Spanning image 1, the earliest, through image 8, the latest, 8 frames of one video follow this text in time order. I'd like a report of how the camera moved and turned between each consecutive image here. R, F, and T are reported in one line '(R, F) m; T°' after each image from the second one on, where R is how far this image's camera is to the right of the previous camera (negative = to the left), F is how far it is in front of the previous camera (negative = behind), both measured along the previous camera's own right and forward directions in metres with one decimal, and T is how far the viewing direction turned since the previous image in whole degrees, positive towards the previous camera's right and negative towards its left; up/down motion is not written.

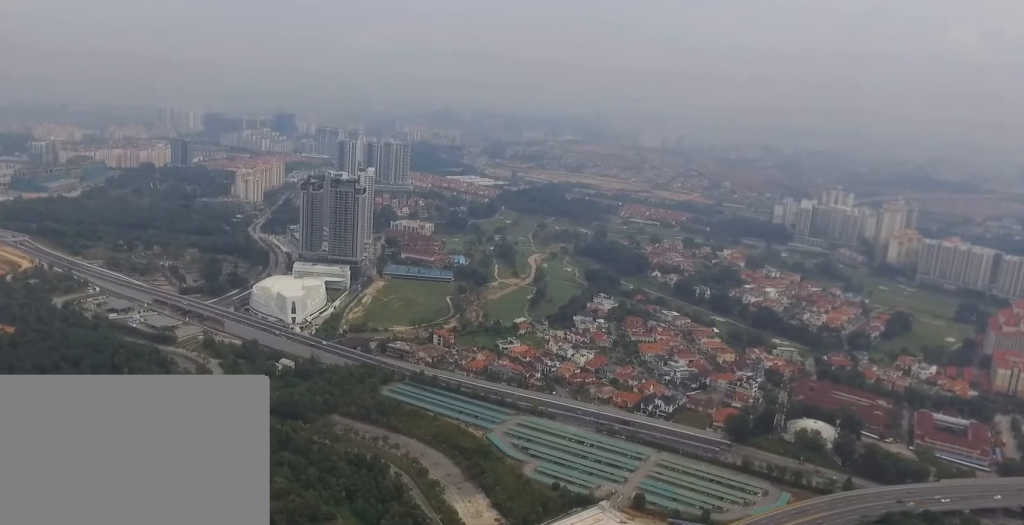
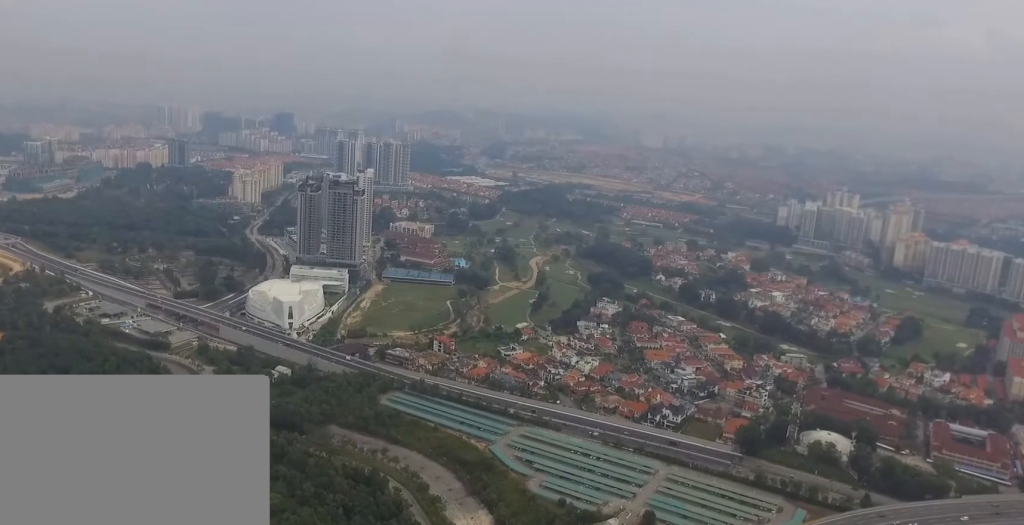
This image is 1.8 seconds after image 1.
(+0.4, +19.9) m; +2°
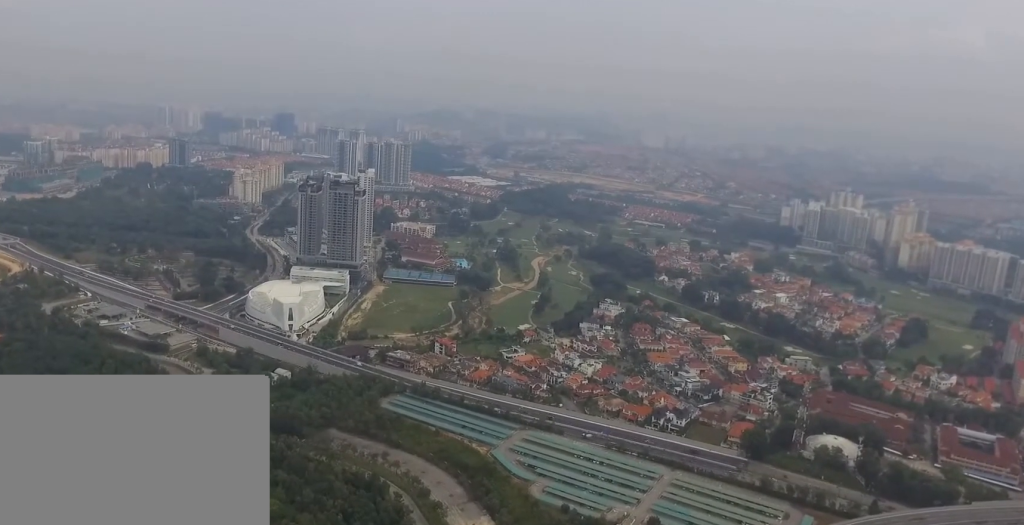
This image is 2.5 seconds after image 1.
(0.0, +8.1) m; 0°
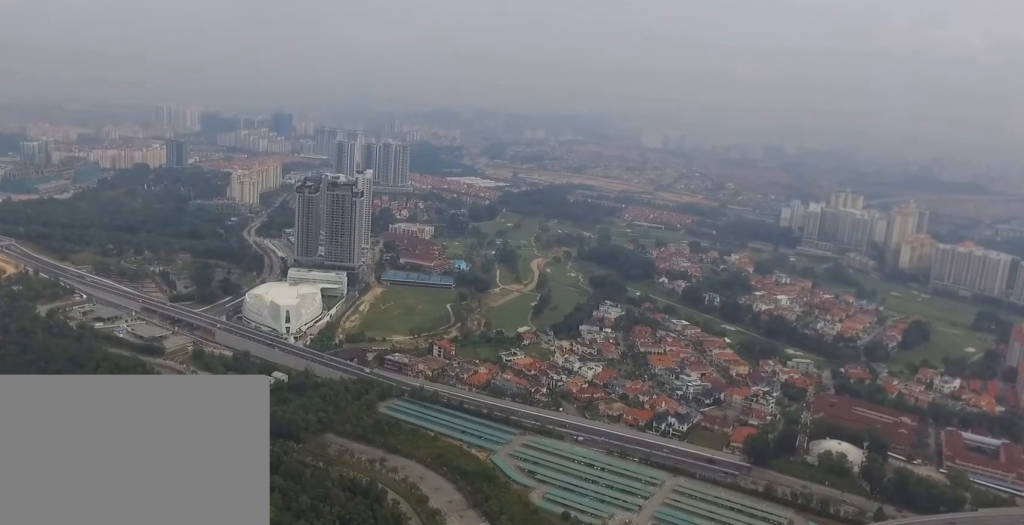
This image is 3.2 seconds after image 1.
(0.0, +8.0) m; 0°
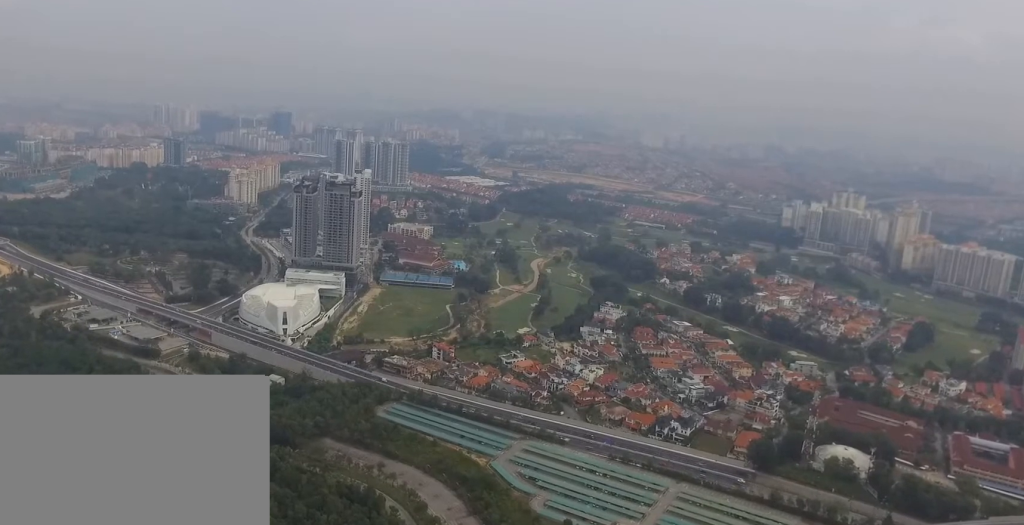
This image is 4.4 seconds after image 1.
(+0.1, +14.2) m; +1°
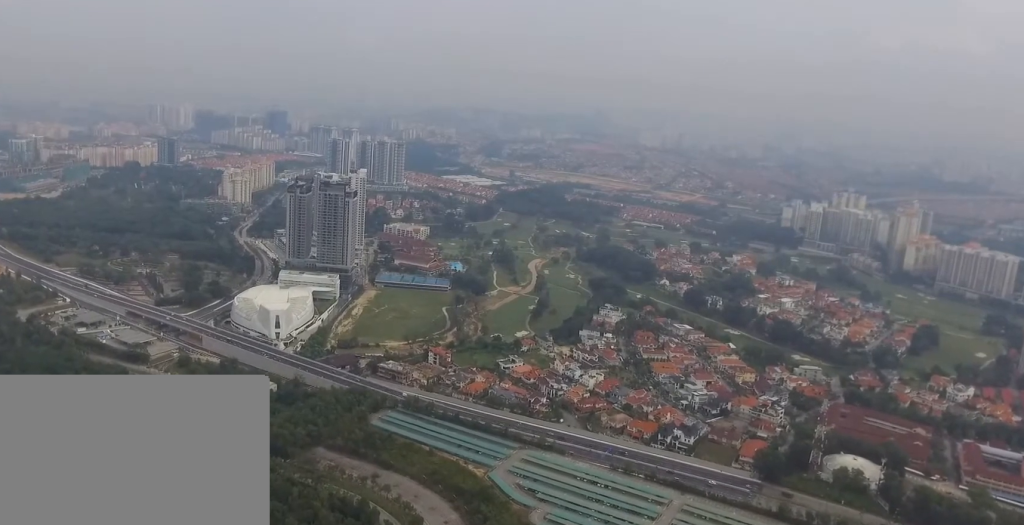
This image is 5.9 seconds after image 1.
(0.0, +19.4) m; 0°
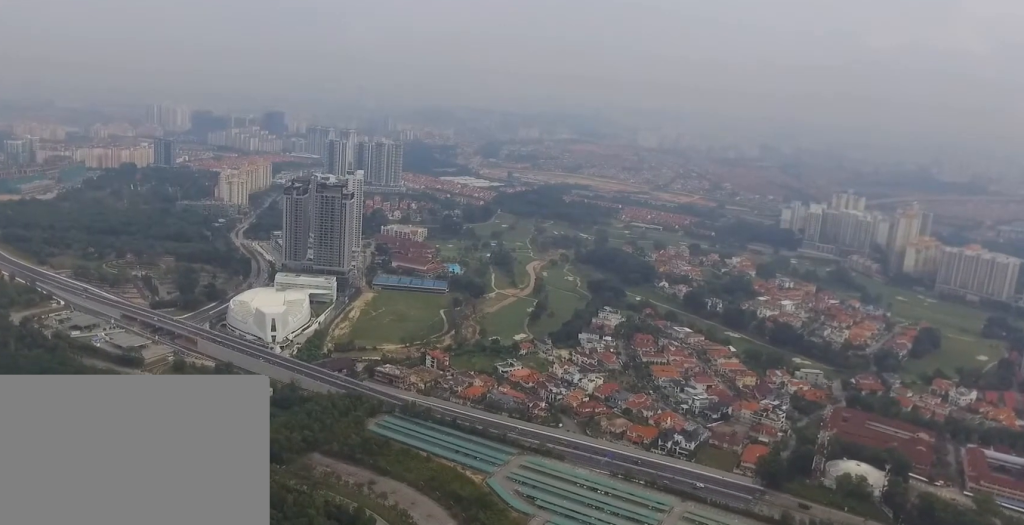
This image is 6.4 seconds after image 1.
(0.0, +6.3) m; 0°
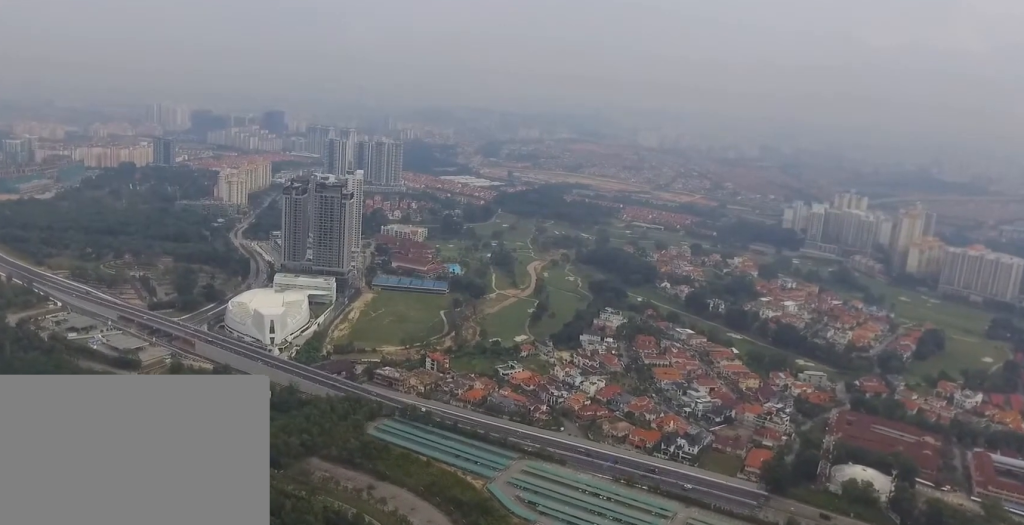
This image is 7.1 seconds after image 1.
(0.0, +8.1) m; 0°
